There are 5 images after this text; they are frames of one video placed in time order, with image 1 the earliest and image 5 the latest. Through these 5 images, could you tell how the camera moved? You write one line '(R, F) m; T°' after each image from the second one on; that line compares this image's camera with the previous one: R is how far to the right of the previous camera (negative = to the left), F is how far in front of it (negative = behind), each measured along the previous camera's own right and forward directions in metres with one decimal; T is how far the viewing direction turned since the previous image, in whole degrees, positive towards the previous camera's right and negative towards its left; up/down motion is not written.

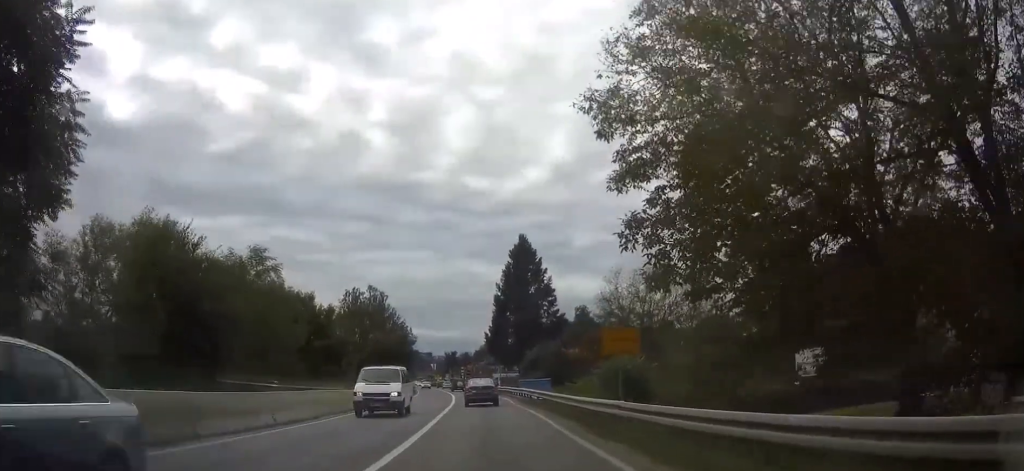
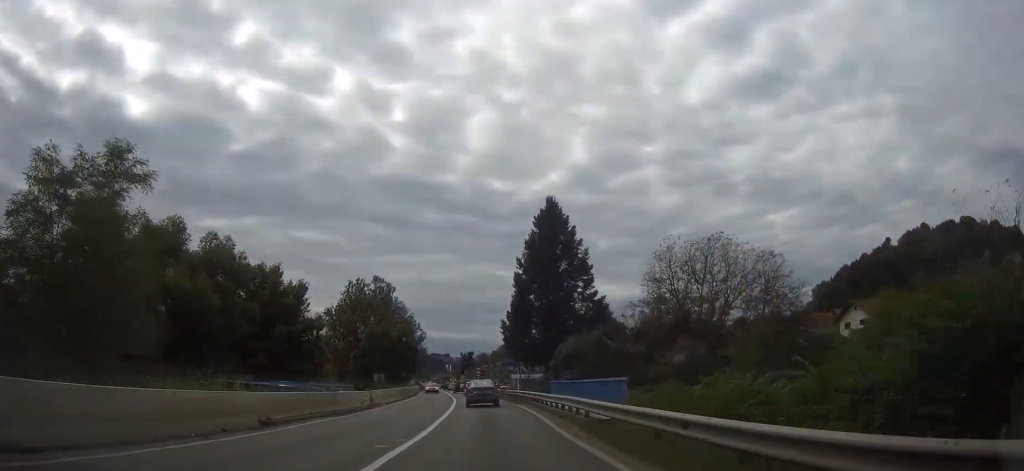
(-0.2, +19.4) m; -2°
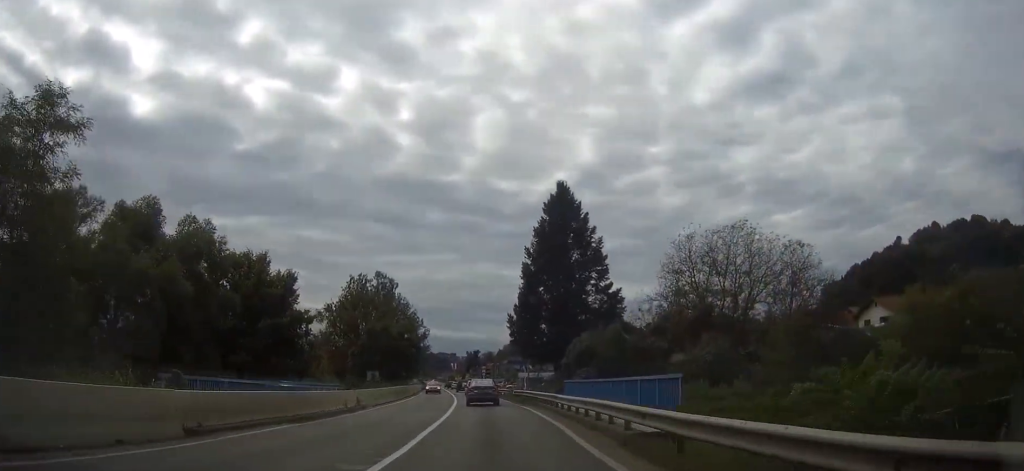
(0.0, +5.3) m; 0°
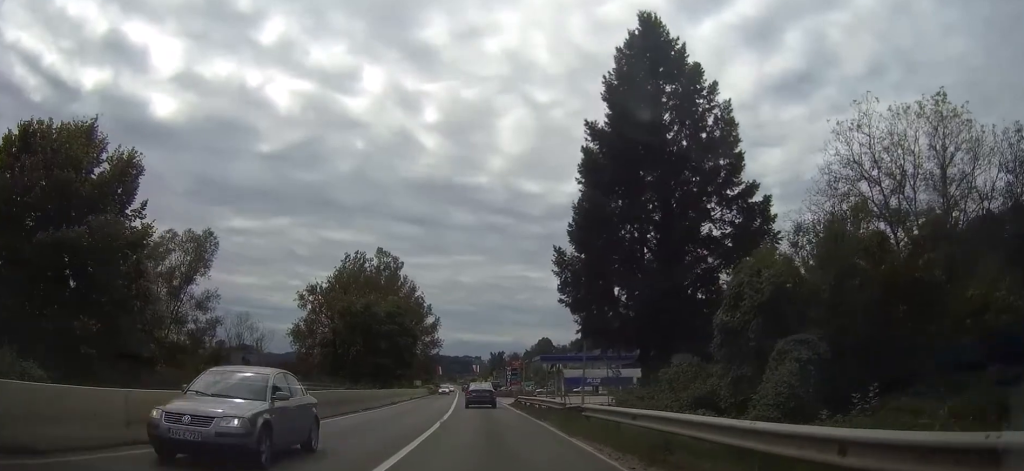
(-0.3, +30.4) m; -2°
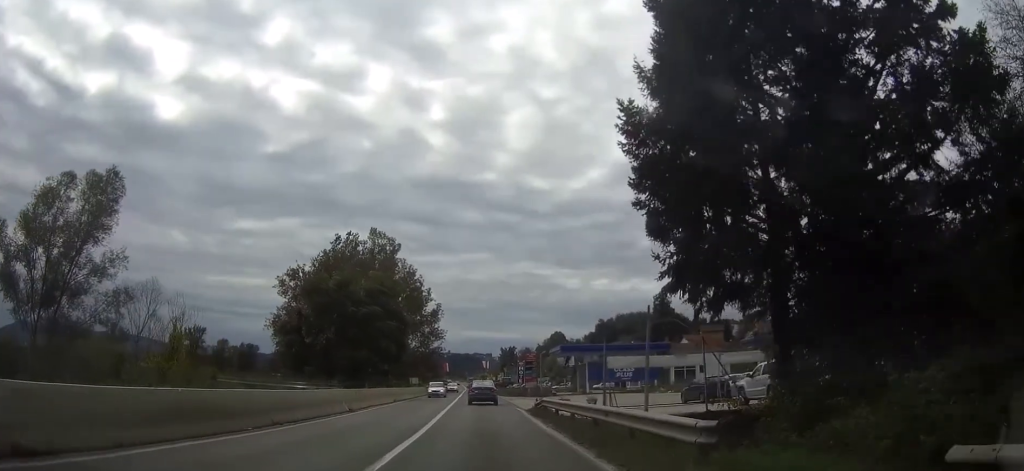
(-0.3, +15.5) m; -2°
